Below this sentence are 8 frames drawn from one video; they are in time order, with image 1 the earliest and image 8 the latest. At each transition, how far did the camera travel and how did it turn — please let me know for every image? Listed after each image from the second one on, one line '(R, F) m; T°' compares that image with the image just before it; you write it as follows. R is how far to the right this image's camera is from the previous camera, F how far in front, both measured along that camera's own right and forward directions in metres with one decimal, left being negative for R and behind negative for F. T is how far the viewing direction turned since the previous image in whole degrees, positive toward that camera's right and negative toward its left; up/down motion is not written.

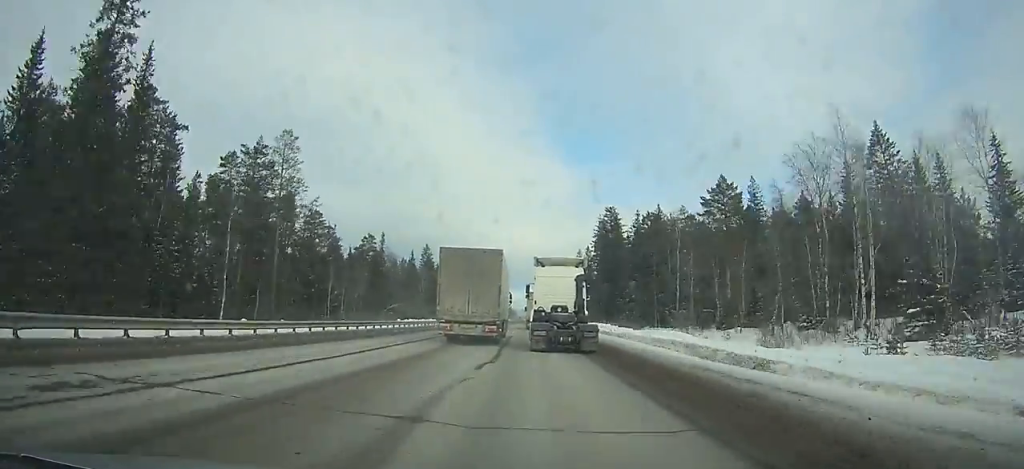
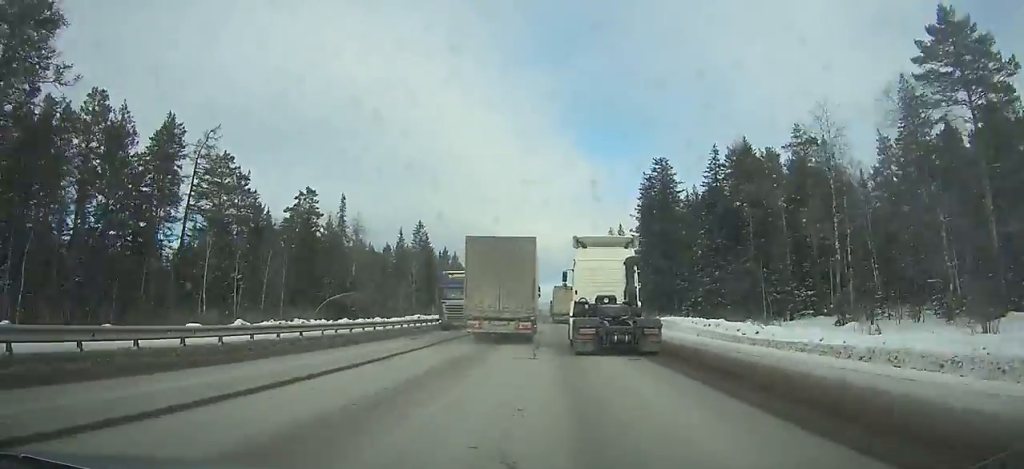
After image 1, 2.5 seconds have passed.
(-0.6, +37.7) m; -1°
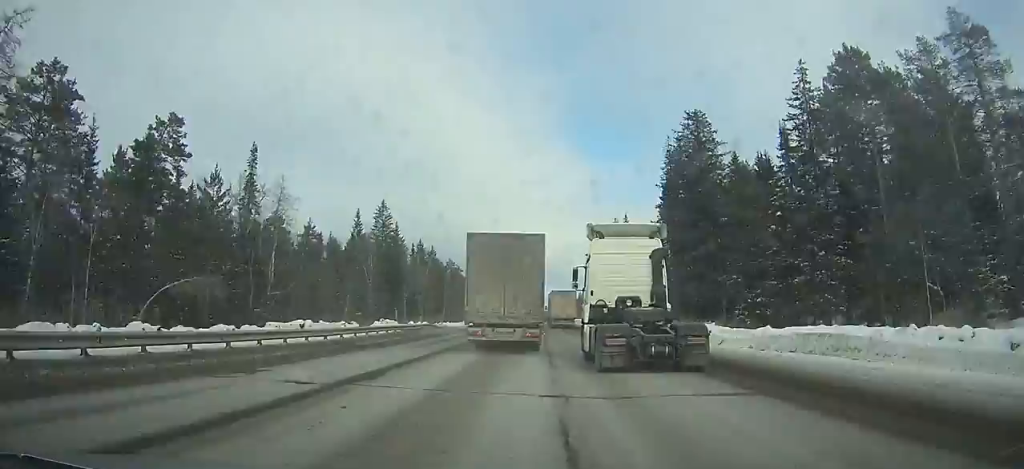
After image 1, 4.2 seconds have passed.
(-0.1, +25.9) m; 0°
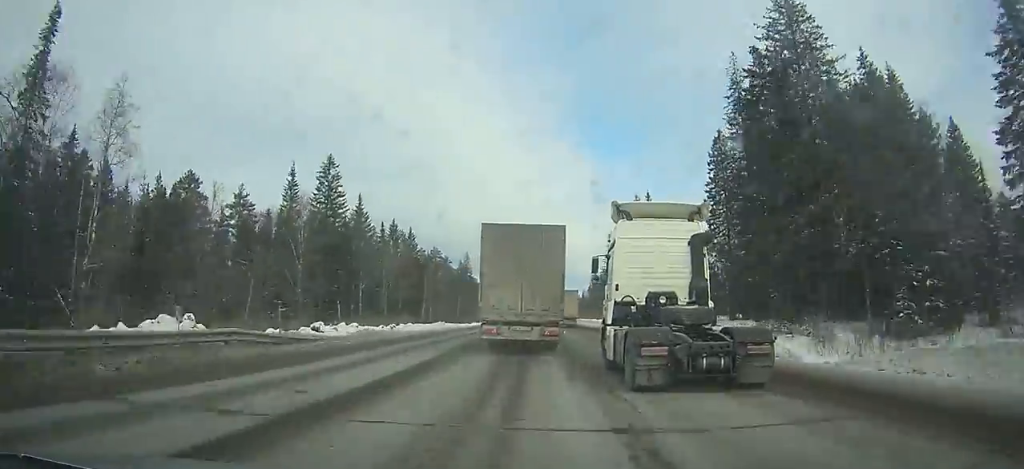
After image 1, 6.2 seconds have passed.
(-0.1, +30.7) m; 0°
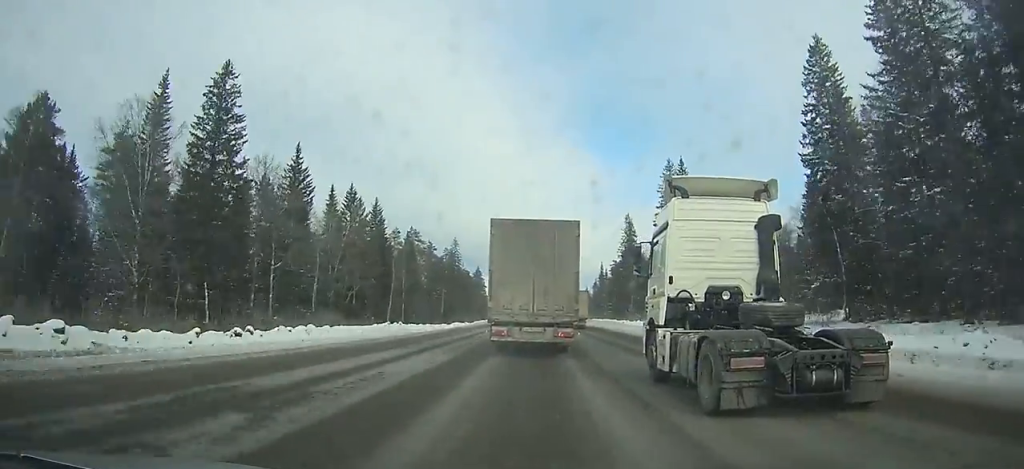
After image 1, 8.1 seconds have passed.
(+0.2, +29.9) m; +1°
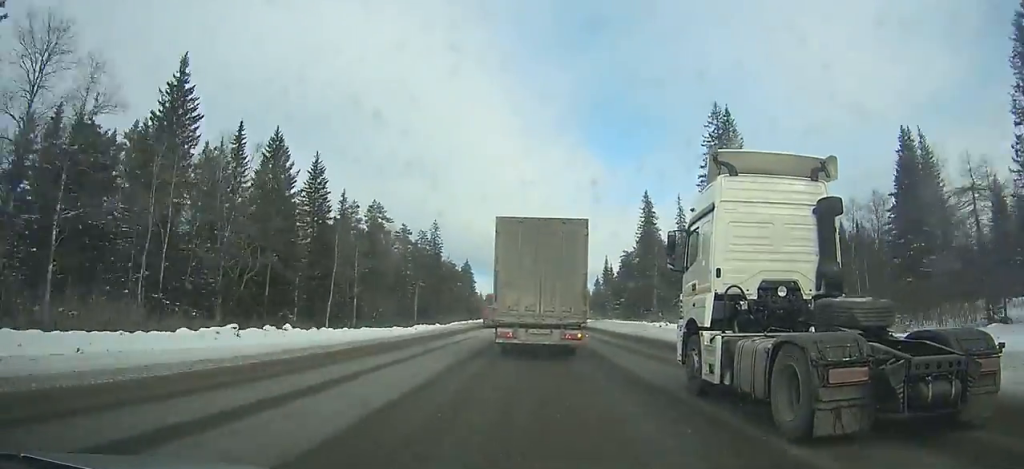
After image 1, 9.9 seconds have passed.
(+0.1, +28.9) m; +1°
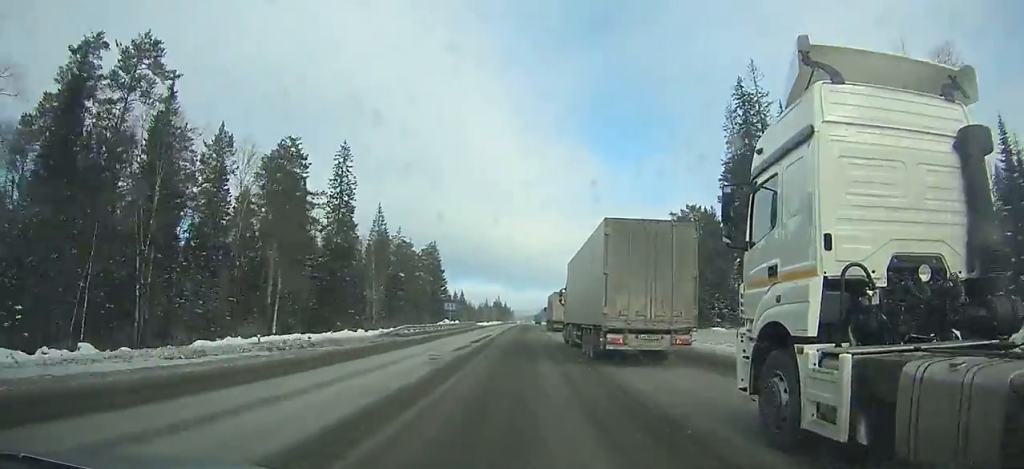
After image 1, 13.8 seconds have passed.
(+0.5, +67.1) m; +1°
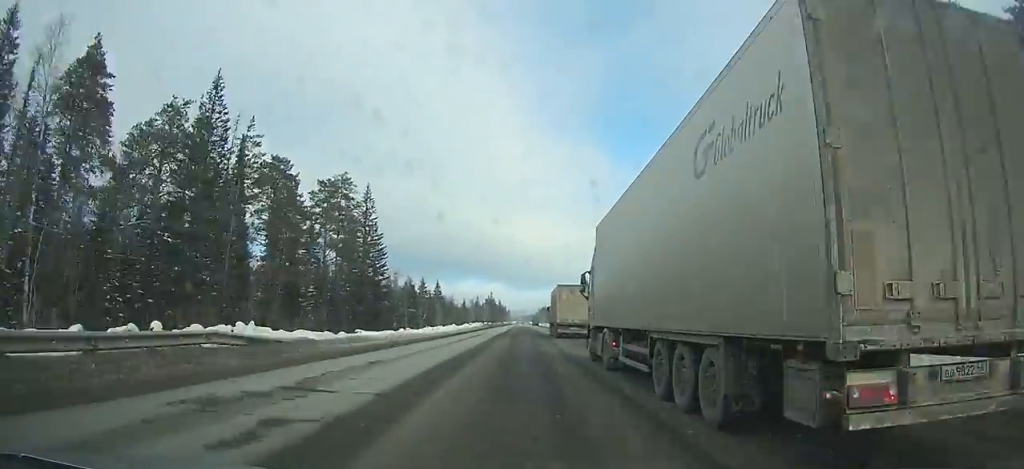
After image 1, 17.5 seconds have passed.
(+0.4, +72.4) m; +1°
